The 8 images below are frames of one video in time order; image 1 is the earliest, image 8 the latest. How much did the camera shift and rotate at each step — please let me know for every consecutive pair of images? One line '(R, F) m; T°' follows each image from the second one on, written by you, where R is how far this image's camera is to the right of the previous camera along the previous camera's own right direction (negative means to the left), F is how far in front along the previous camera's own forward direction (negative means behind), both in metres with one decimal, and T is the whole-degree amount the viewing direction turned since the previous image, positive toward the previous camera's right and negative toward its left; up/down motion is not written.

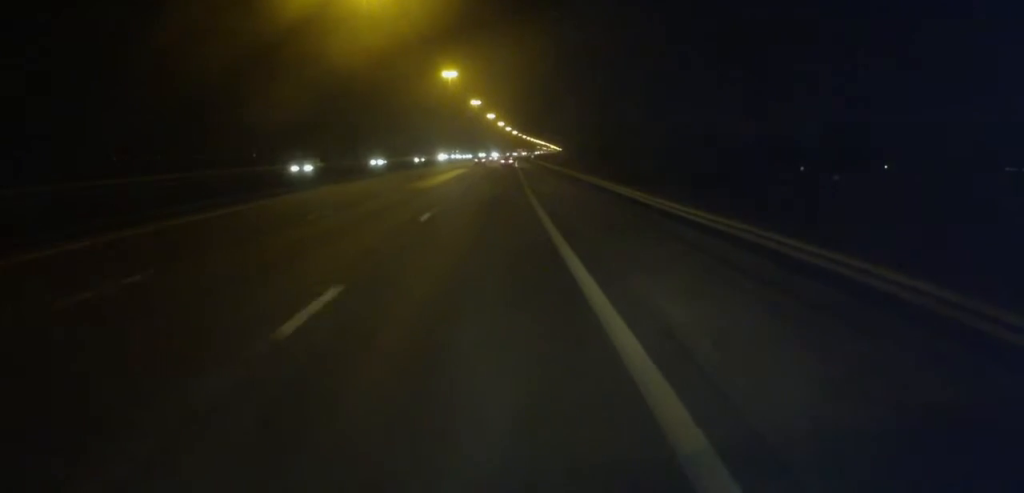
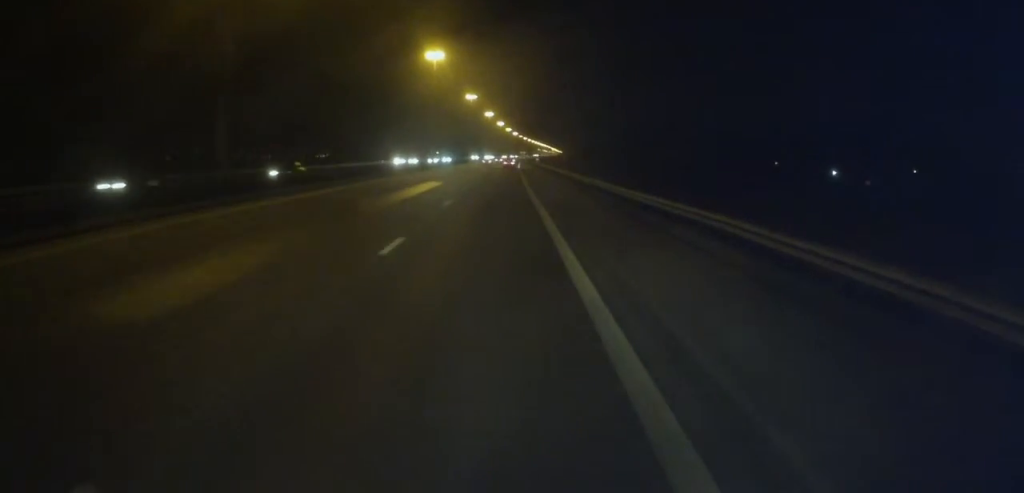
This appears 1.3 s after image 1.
(0.0, +31.4) m; 0°
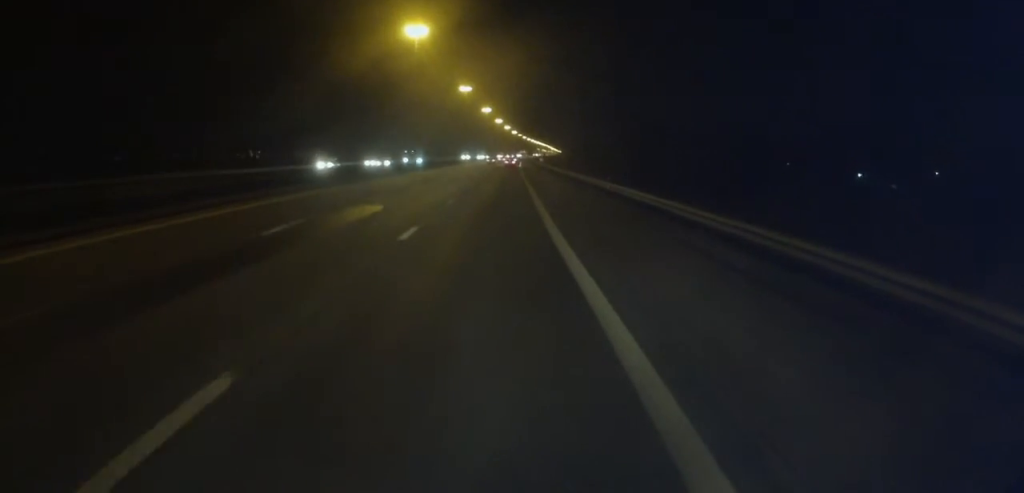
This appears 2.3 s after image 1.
(0.0, +22.7) m; 0°
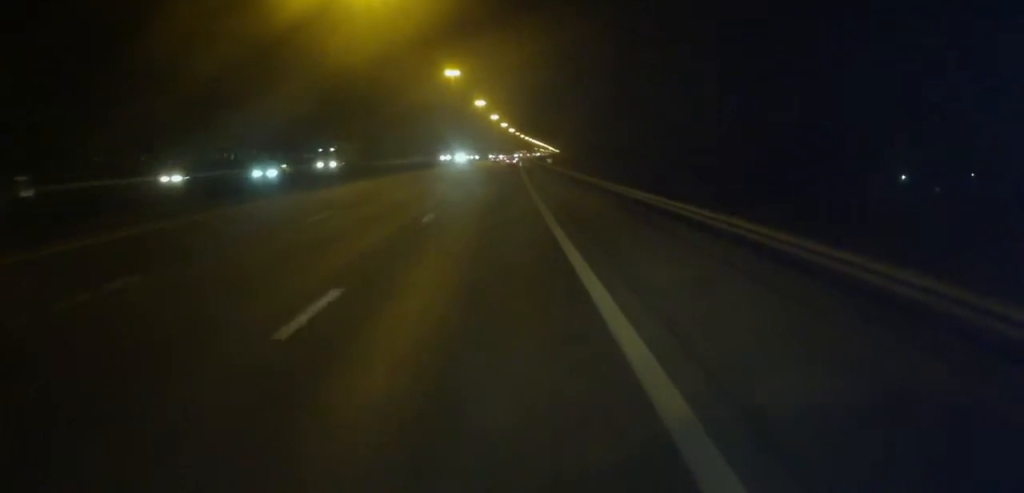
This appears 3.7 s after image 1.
(0.0, +33.7) m; 0°
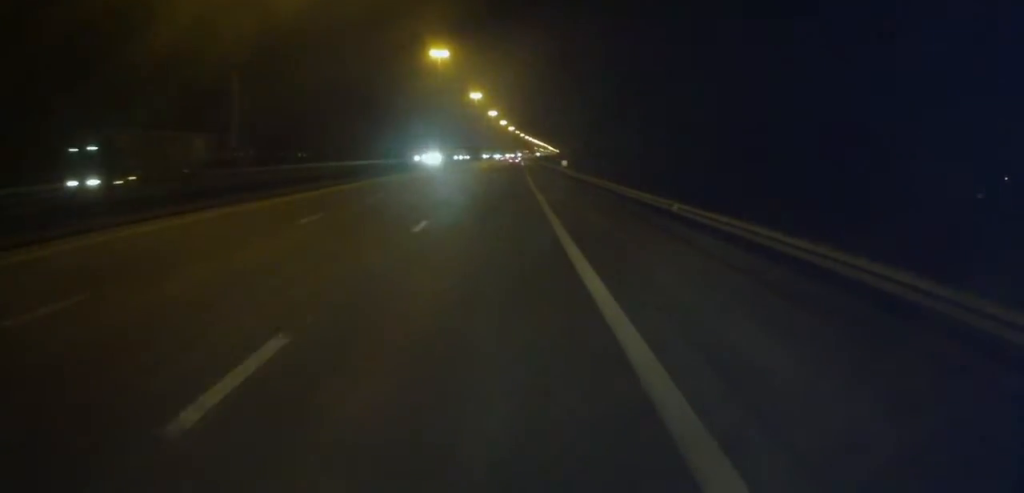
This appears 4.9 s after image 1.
(+0.2, +27.5) m; +1°
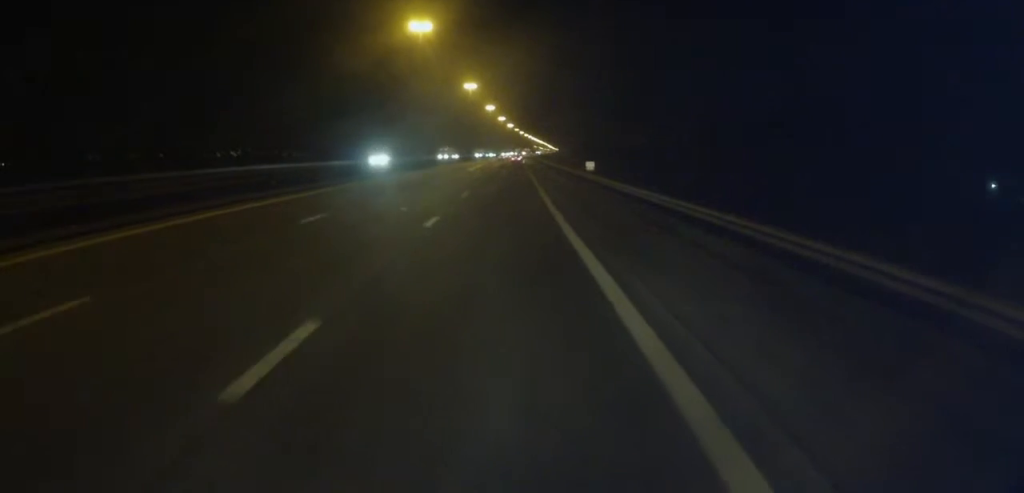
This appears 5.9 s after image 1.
(+0.2, +24.3) m; 0°
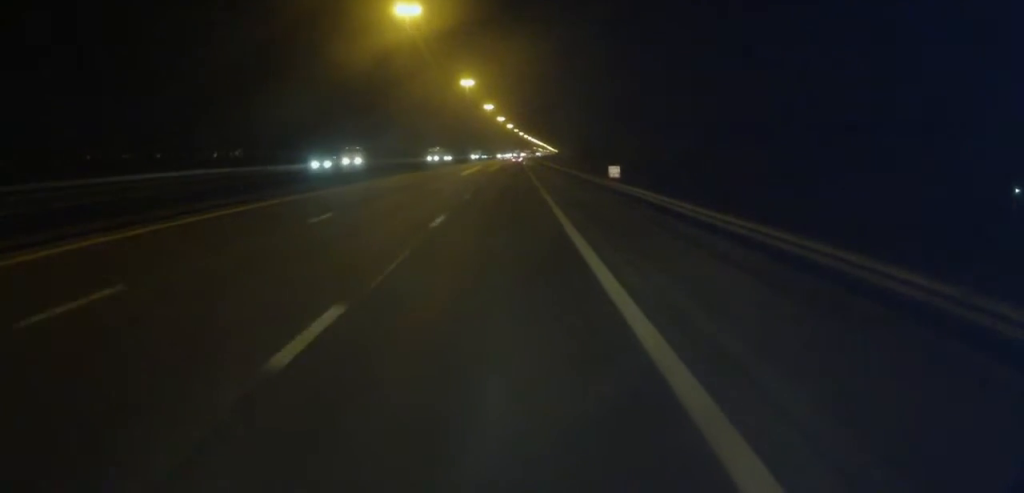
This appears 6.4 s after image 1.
(0.0, +11.7) m; 0°
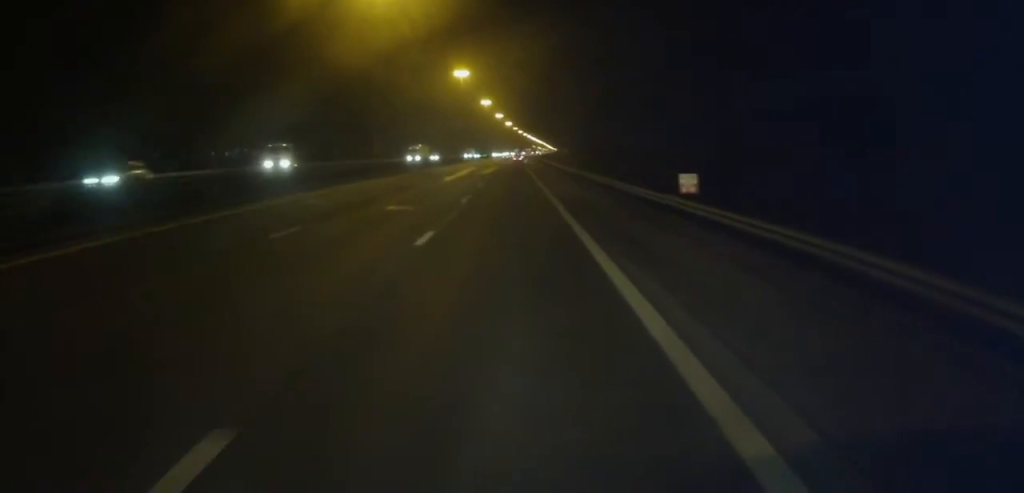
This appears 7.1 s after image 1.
(0.0, +16.5) m; -1°
